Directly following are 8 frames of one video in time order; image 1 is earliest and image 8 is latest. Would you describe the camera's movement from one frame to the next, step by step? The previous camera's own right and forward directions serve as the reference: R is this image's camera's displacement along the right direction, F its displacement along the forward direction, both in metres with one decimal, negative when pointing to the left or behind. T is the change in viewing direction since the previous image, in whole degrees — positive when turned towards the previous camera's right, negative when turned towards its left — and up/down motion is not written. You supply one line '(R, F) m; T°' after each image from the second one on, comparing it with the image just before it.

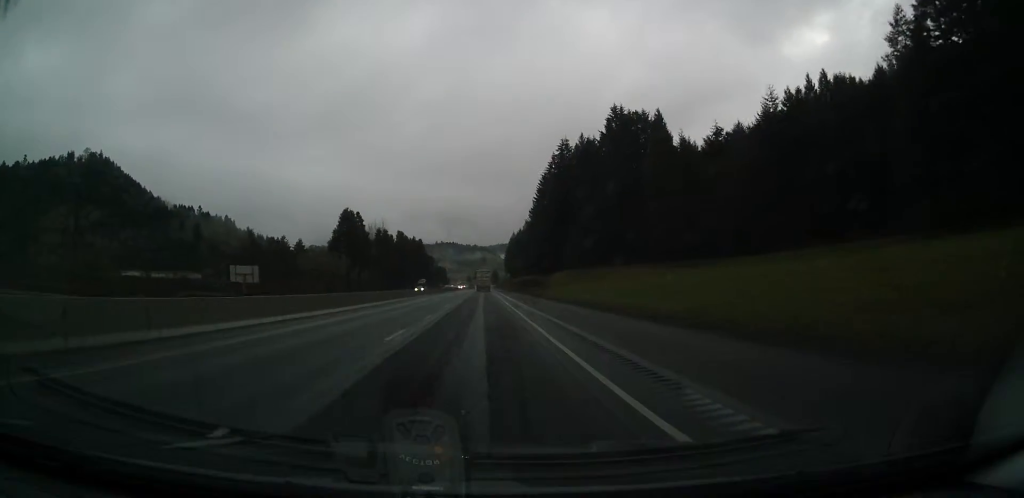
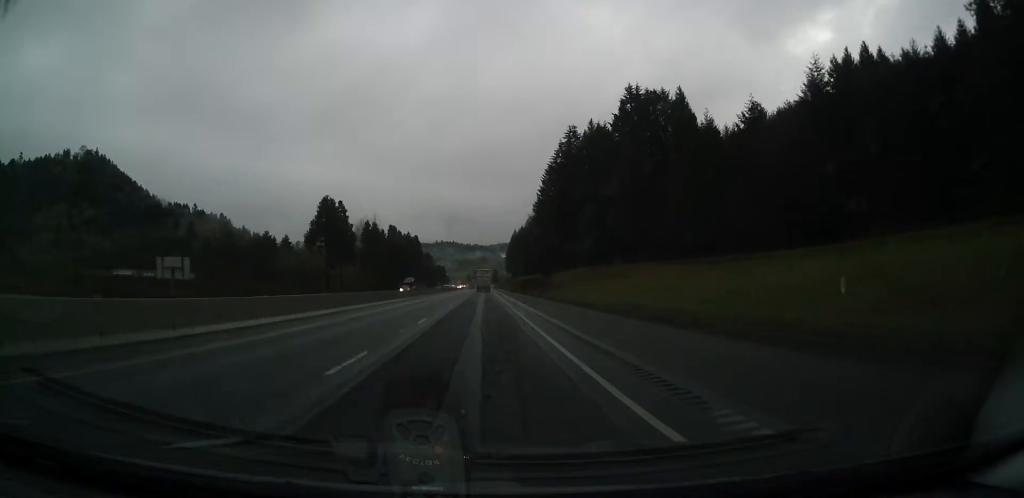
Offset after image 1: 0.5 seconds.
(+0.1, +17.7) m; 0°
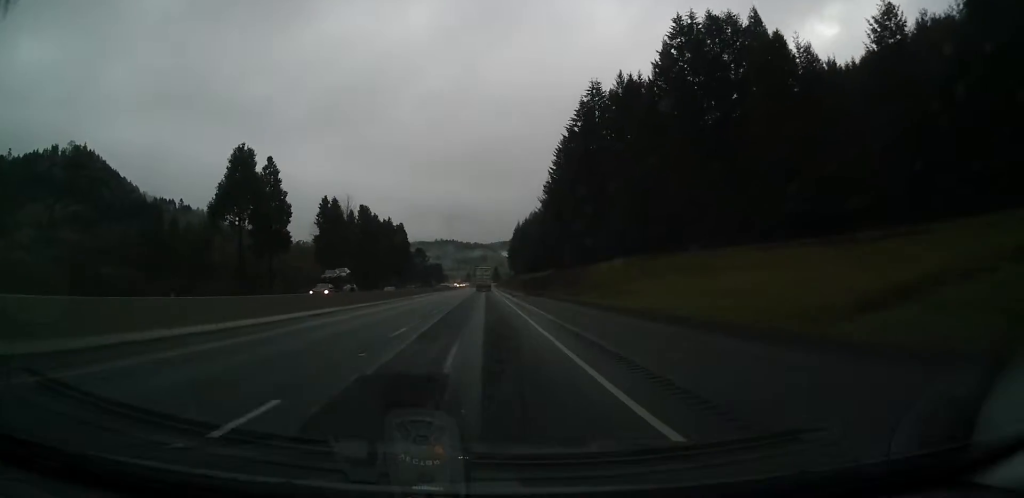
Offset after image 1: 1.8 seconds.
(+0.1, +42.1) m; +1°
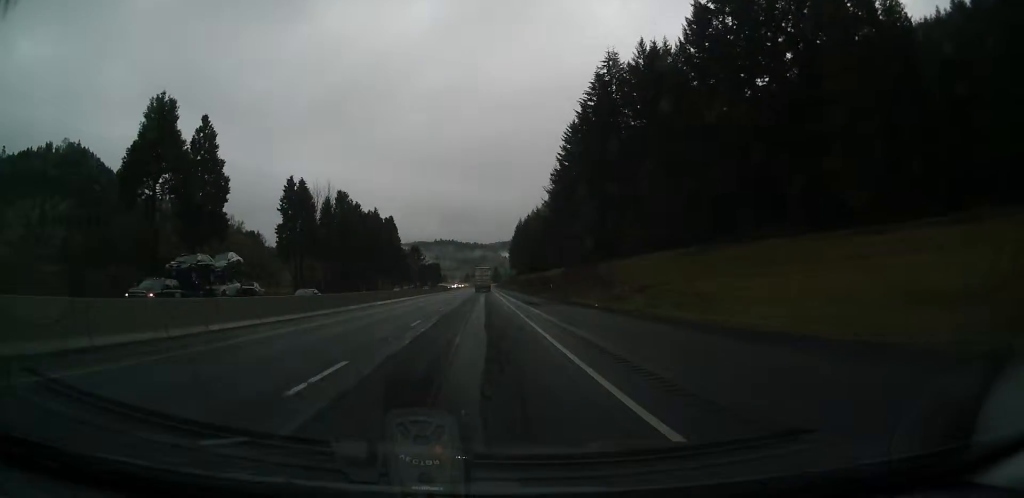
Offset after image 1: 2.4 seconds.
(+0.2, +21.0) m; 0°
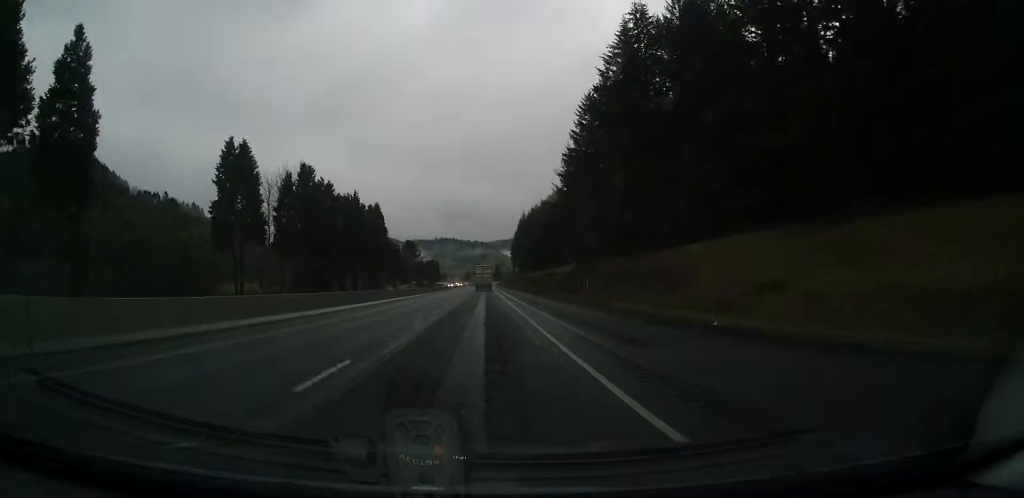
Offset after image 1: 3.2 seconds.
(+0.2, +24.2) m; 0°
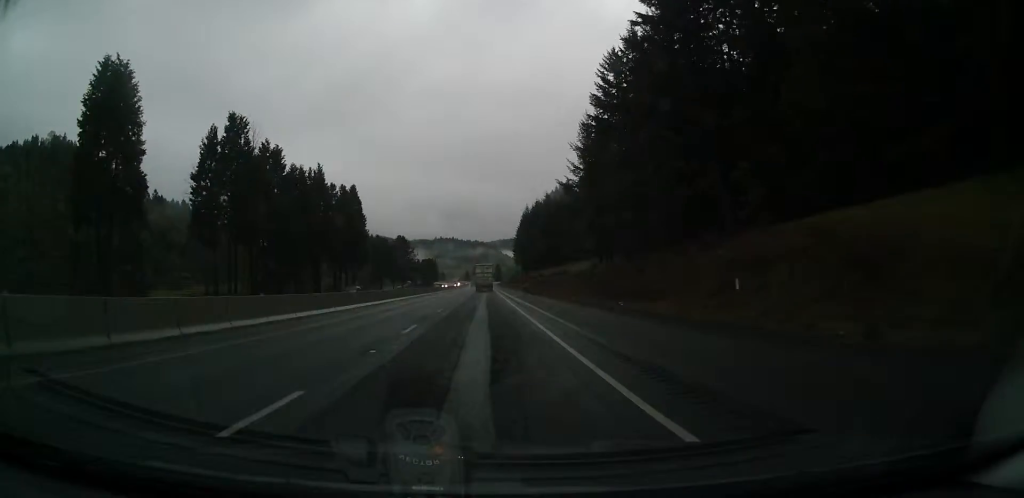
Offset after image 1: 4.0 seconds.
(-0.2, +27.4) m; 0°
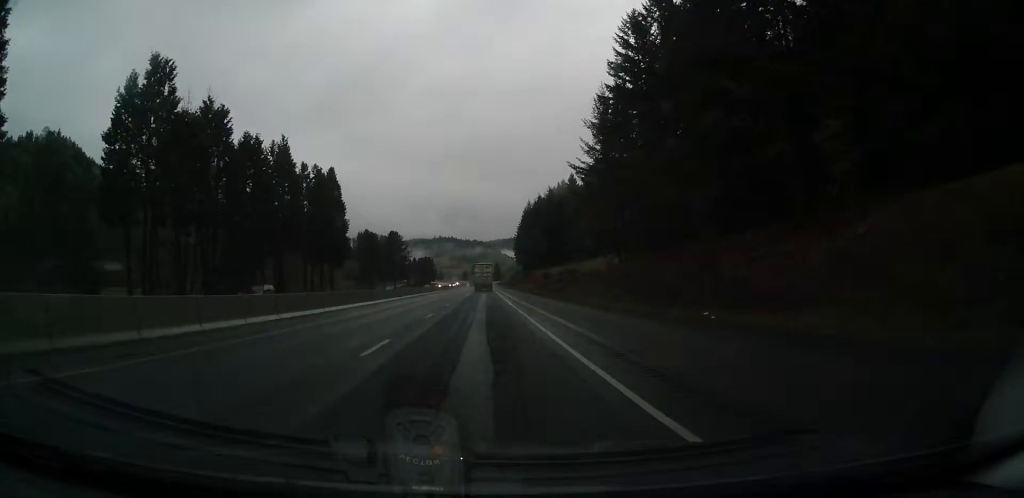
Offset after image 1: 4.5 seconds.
(0.0, +17.5) m; 0°
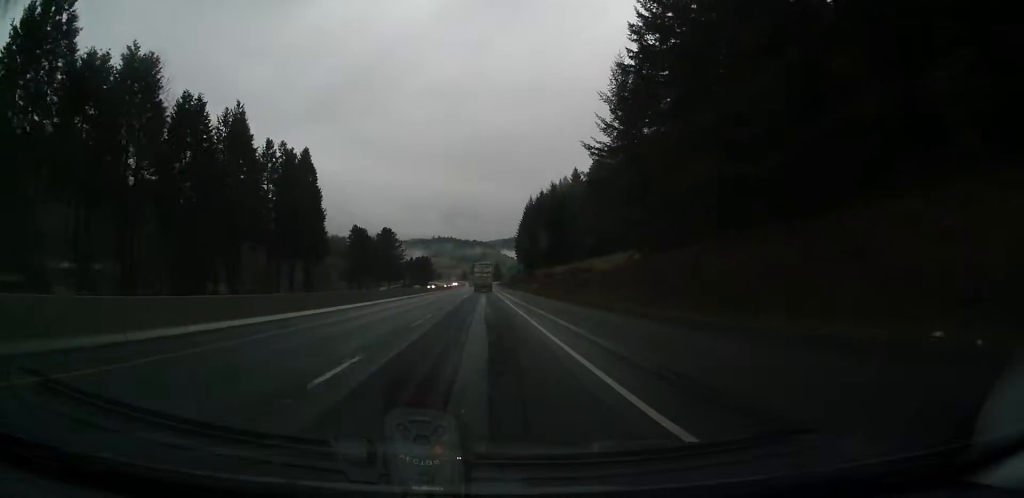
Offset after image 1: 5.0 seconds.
(+0.1, +15.3) m; 0°
